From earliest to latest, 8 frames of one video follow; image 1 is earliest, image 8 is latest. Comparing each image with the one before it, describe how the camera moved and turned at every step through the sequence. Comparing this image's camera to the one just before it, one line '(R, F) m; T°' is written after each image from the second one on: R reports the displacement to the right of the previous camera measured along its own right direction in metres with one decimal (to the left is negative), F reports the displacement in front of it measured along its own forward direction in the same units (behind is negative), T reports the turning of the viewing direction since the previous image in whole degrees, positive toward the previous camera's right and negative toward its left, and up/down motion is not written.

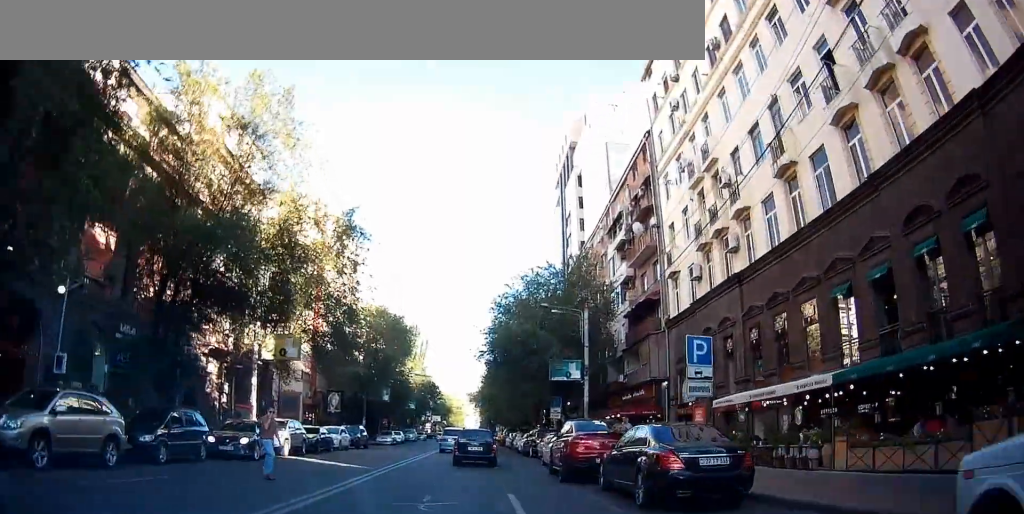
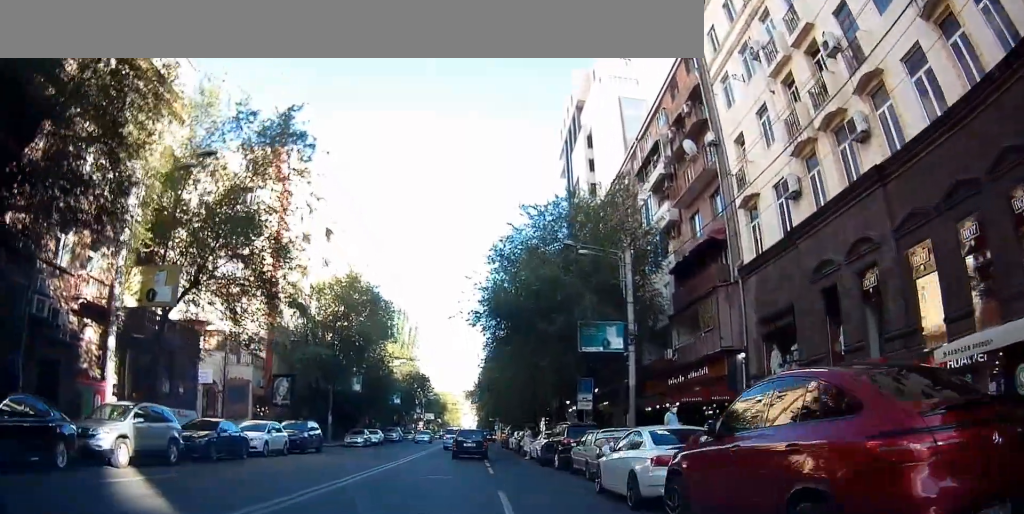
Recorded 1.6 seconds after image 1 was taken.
(-0.7, +12.7) m; -4°
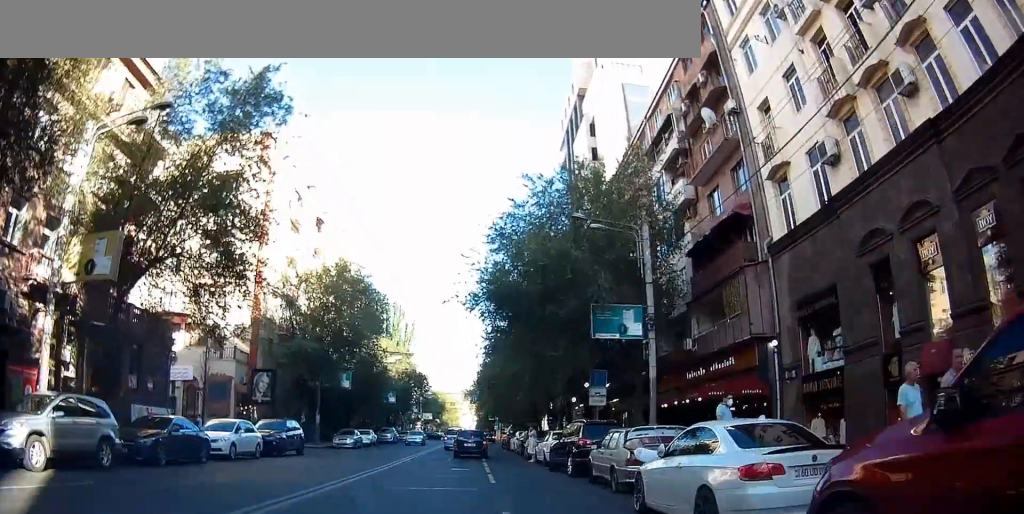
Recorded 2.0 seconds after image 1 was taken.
(0.0, +3.4) m; 0°
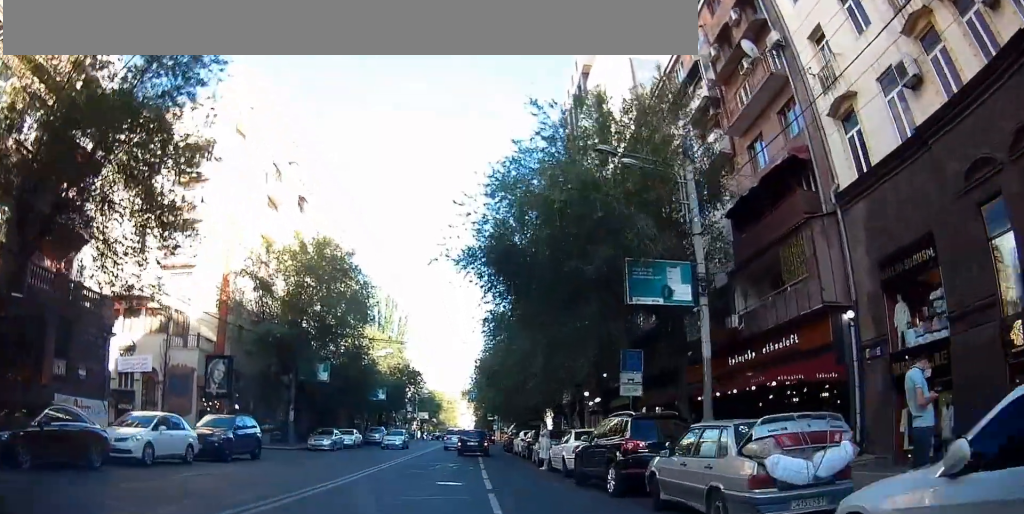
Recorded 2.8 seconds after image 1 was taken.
(-0.1, +6.0) m; +1°
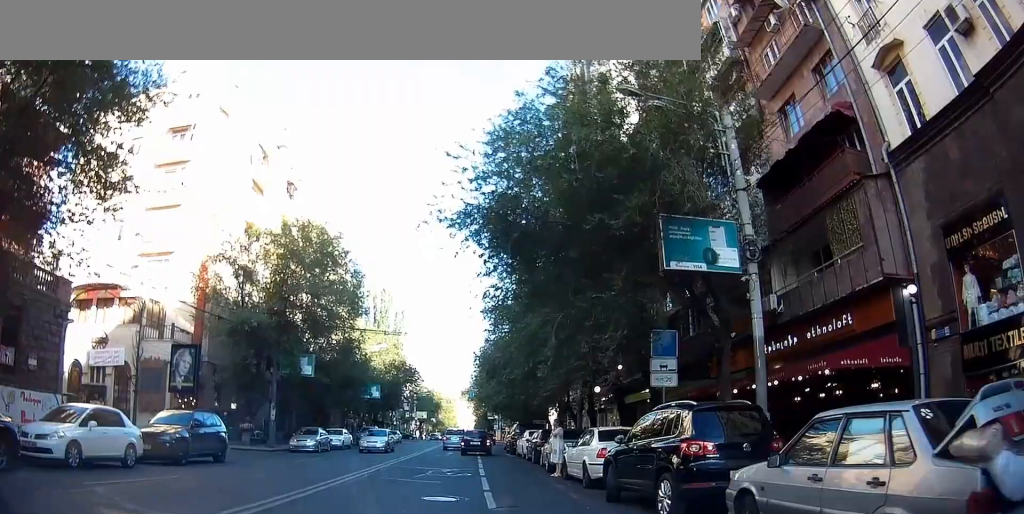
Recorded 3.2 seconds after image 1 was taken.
(+0.1, +3.5) m; +1°
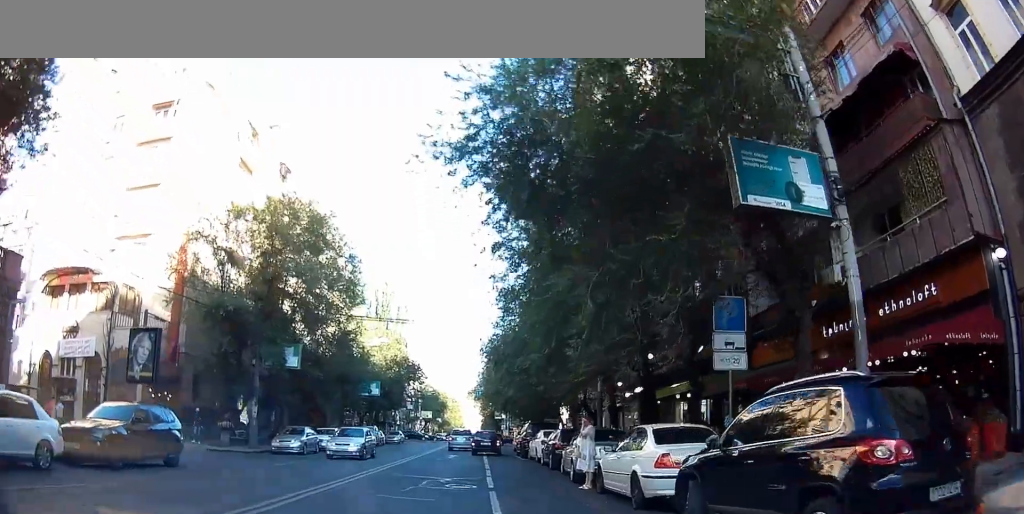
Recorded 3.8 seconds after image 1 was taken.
(+0.1, +4.0) m; +1°
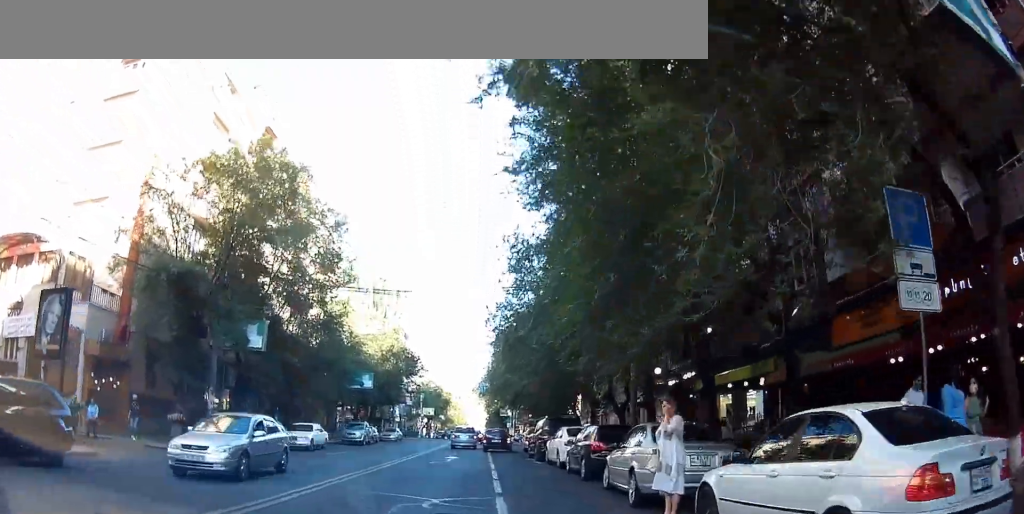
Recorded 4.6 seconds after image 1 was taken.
(0.0, +5.9) m; +1°
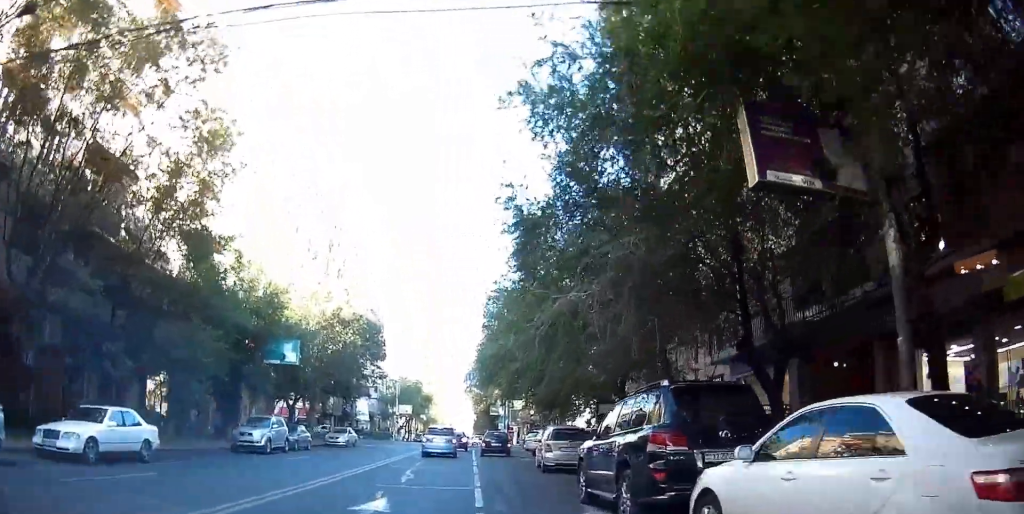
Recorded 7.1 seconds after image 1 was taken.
(-0.1, +17.4) m; -6°
